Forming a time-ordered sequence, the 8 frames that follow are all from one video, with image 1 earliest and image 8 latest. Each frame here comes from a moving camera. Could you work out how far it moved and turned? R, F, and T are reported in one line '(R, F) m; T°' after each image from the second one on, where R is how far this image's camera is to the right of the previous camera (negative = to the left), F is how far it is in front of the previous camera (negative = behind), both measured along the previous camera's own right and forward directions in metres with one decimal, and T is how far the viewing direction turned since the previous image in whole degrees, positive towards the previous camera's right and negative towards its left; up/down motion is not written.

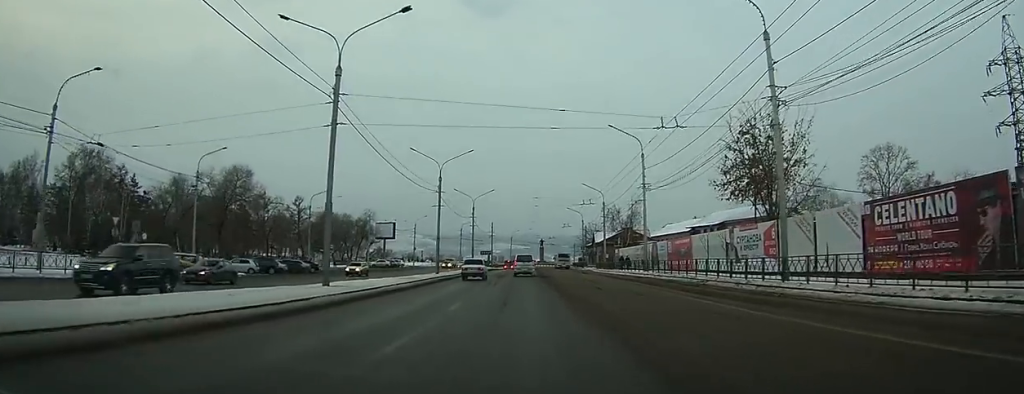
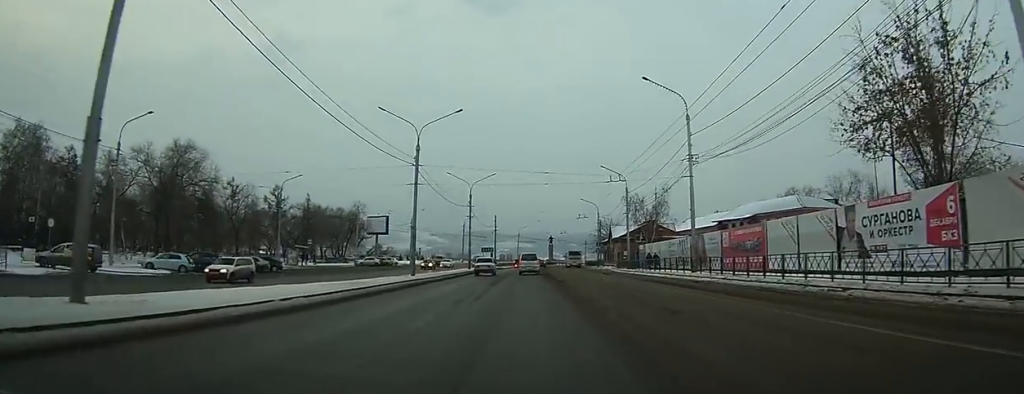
(0.0, +13.9) m; 0°
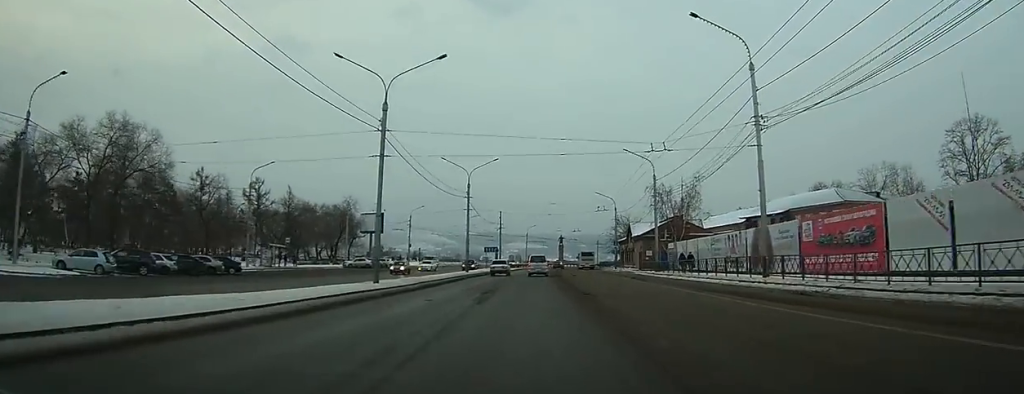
(0.0, +11.9) m; 0°
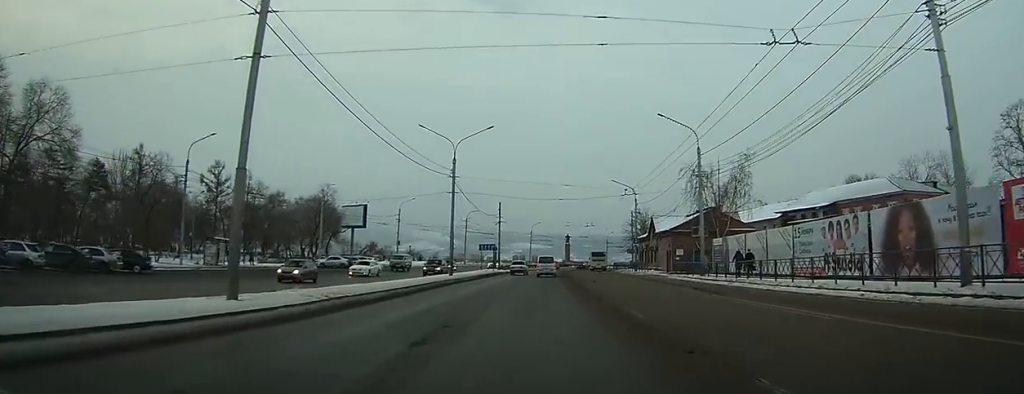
(-0.1, +16.9) m; -1°
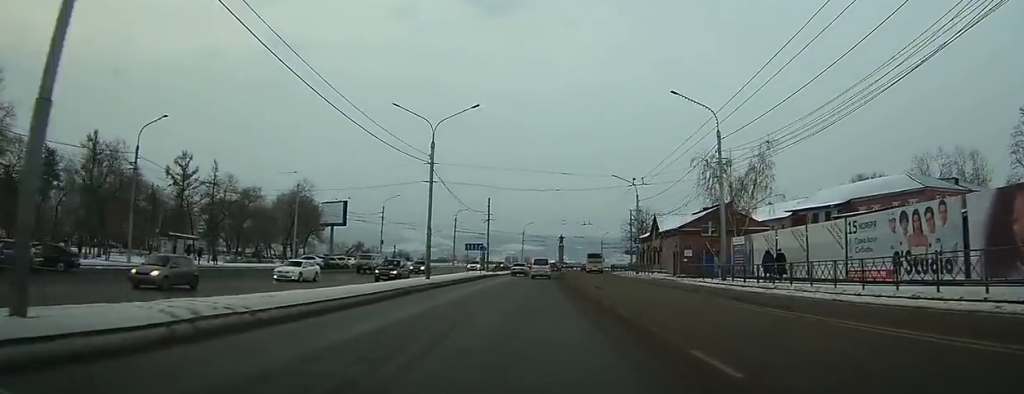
(-0.1, +8.4) m; 0°
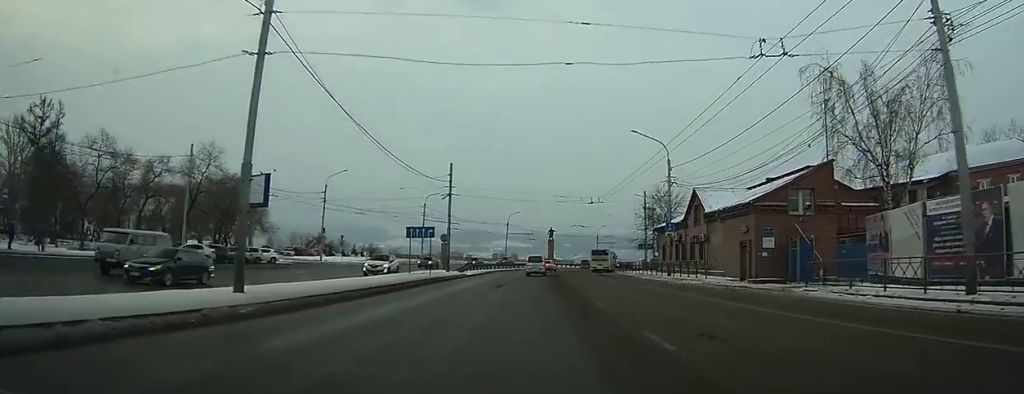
(-0.2, +26.4) m; -1°
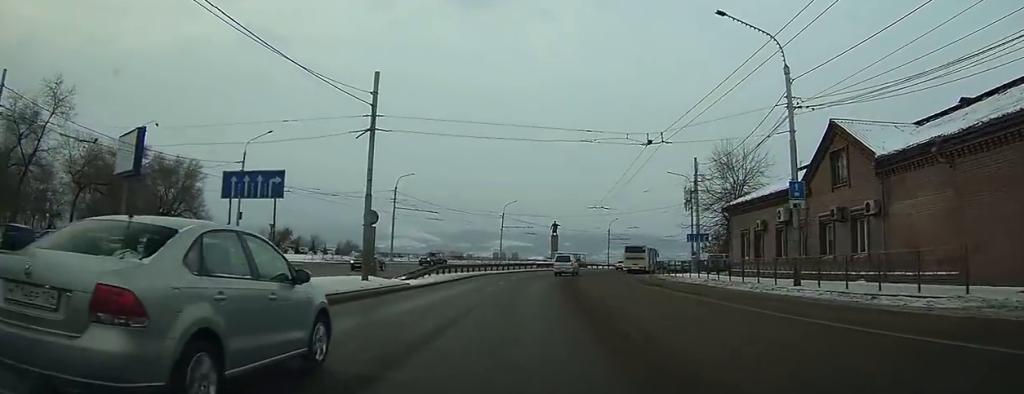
(+0.1, +20.4) m; +1°
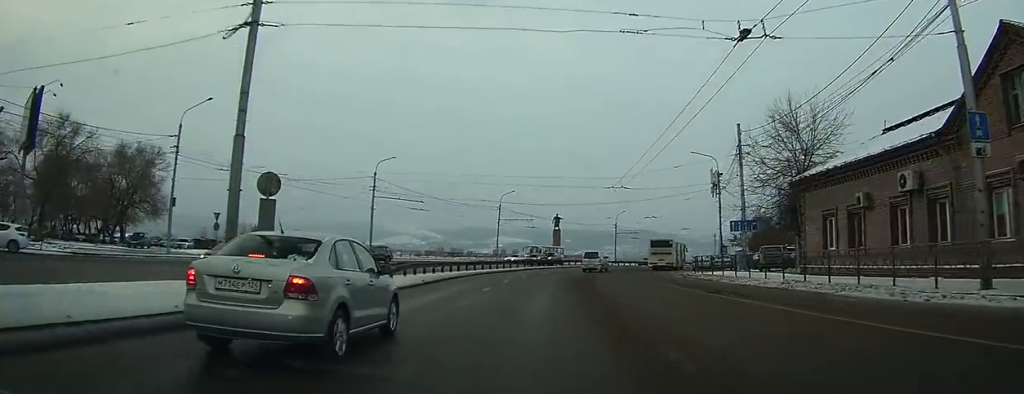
(+0.1, +8.3) m; +1°
